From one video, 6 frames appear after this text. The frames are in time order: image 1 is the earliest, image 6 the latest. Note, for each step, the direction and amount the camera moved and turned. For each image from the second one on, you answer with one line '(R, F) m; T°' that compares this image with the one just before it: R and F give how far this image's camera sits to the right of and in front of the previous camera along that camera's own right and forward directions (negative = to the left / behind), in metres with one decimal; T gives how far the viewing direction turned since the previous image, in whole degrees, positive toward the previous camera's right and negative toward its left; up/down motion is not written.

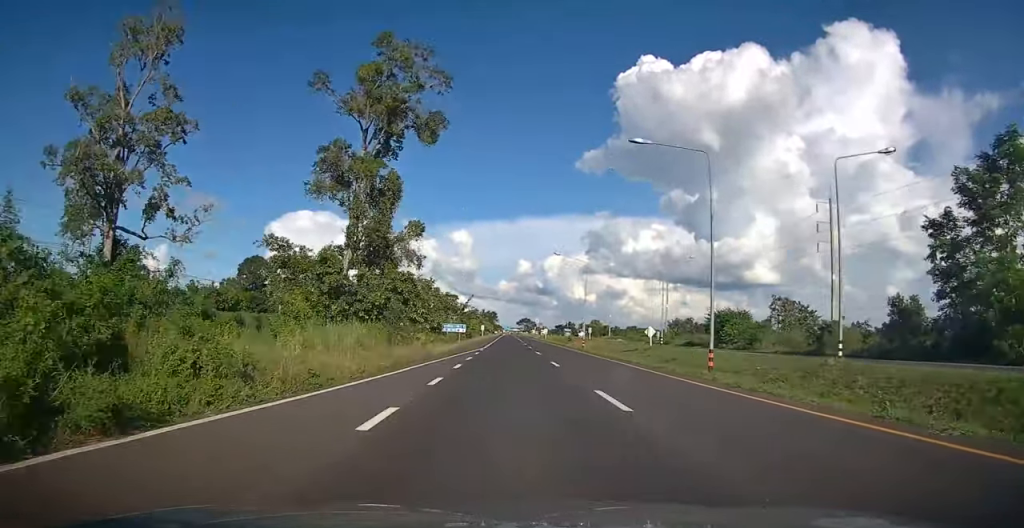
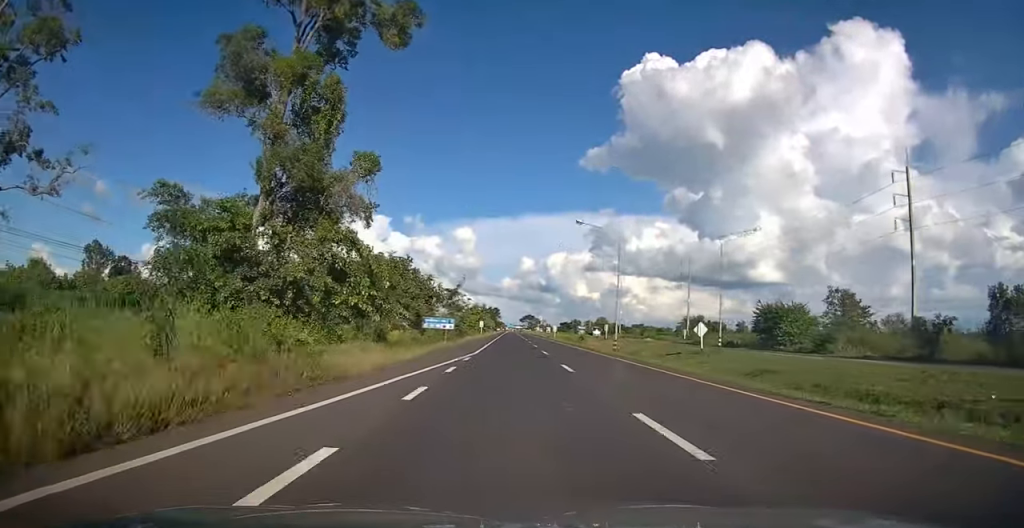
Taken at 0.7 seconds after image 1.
(+0.1, +15.5) m; 0°
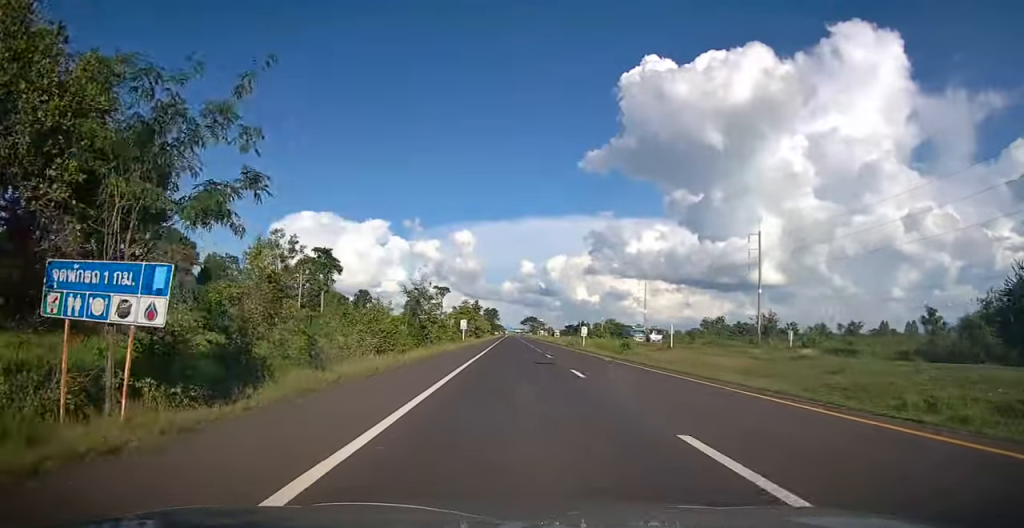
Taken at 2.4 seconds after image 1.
(-0.2, +37.7) m; 0°
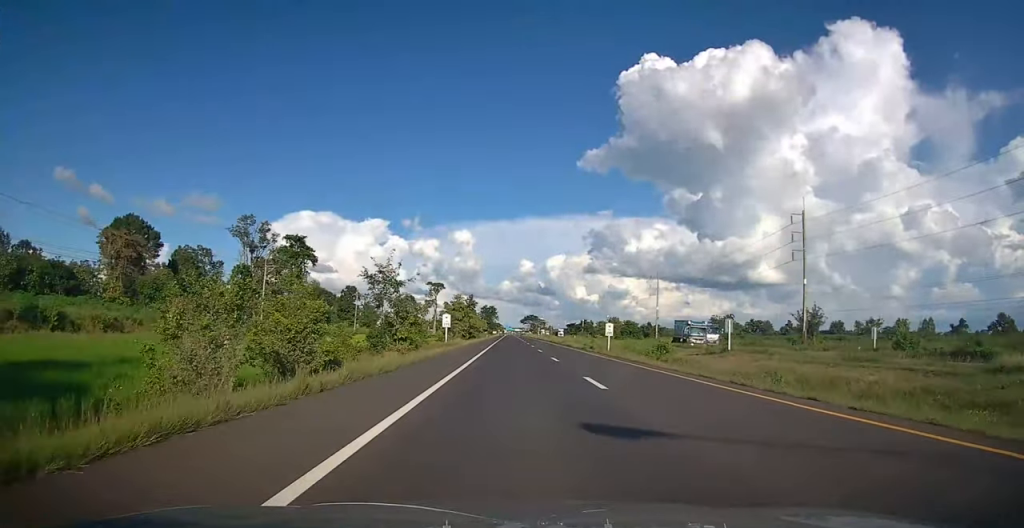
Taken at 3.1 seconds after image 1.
(0.0, +15.3) m; 0°
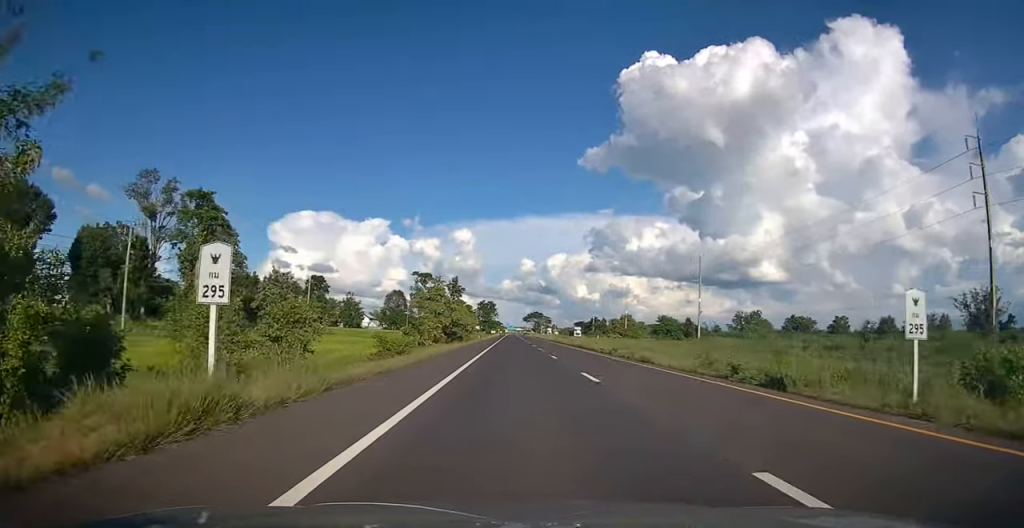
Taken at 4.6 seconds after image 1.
(-0.3, +34.5) m; 0°
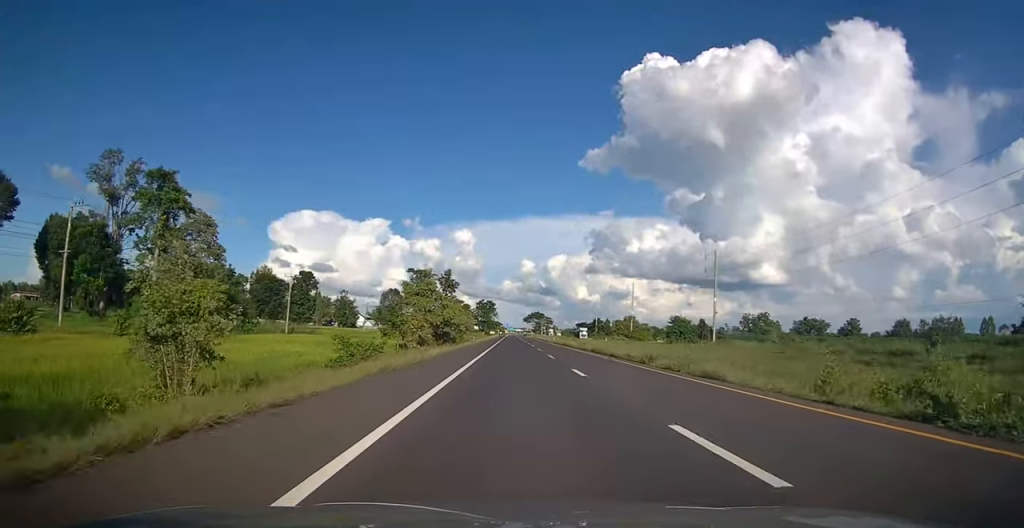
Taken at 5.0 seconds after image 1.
(0.0, +9.2) m; 0°
